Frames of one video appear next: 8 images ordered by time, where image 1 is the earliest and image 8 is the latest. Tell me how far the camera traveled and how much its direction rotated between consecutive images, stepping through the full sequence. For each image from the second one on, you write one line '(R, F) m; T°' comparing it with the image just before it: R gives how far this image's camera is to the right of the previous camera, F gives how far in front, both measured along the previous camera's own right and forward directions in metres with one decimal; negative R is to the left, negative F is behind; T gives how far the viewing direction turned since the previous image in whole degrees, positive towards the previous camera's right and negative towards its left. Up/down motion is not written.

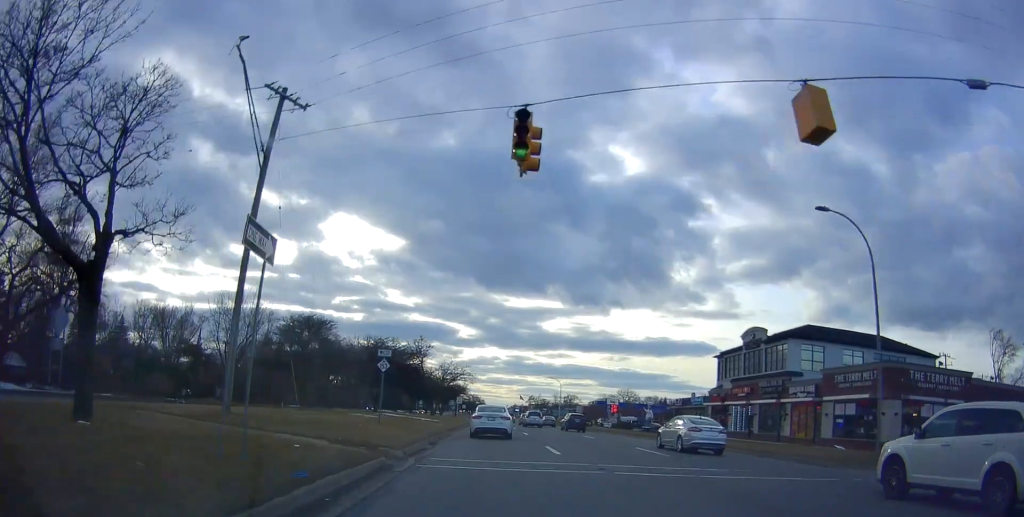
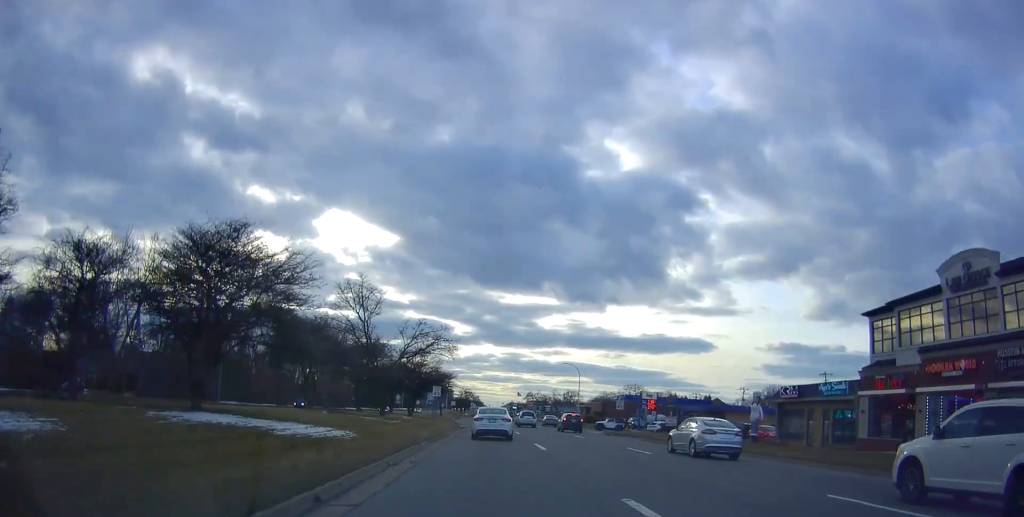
(-0.2, +29.1) m; 0°
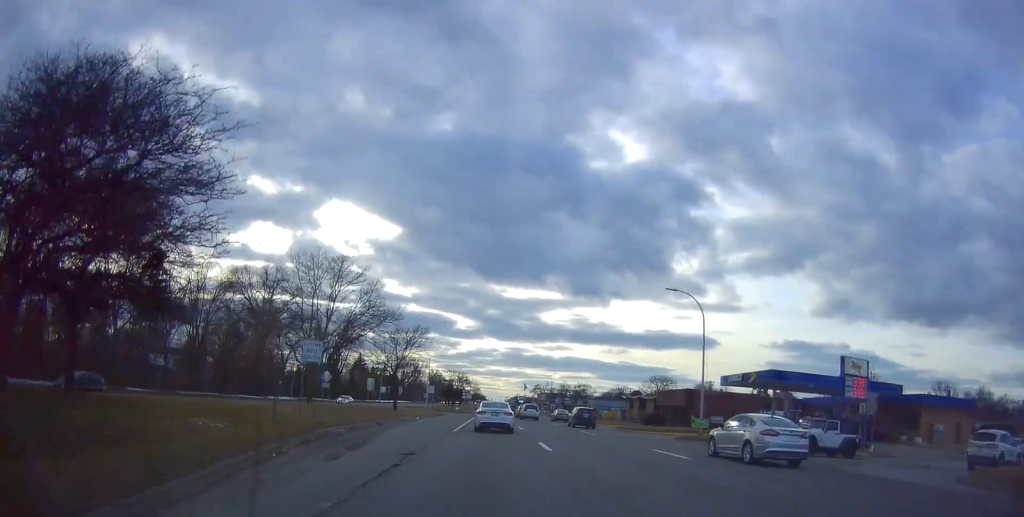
(+0.2, +51.6) m; 0°
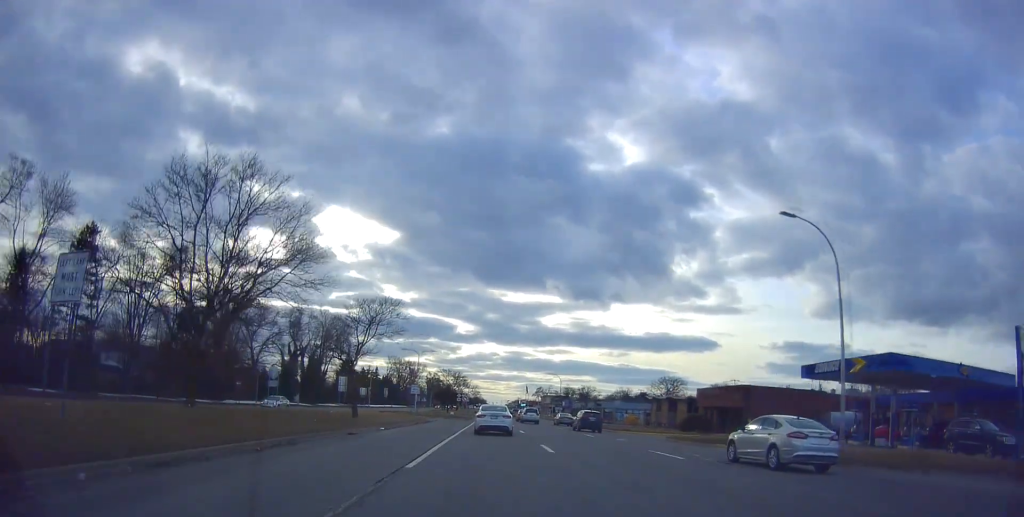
(+0.2, +16.2) m; 0°
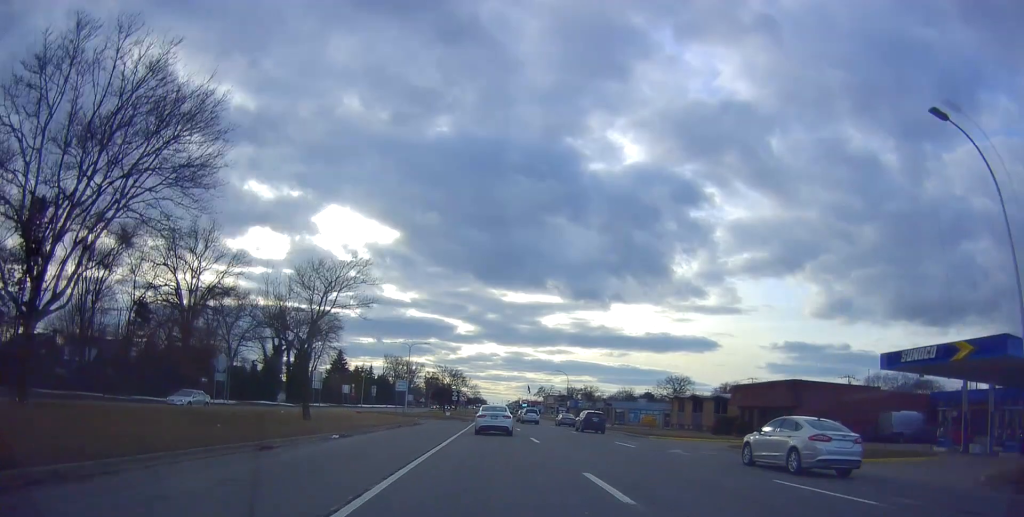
(-0.2, +10.0) m; -1°
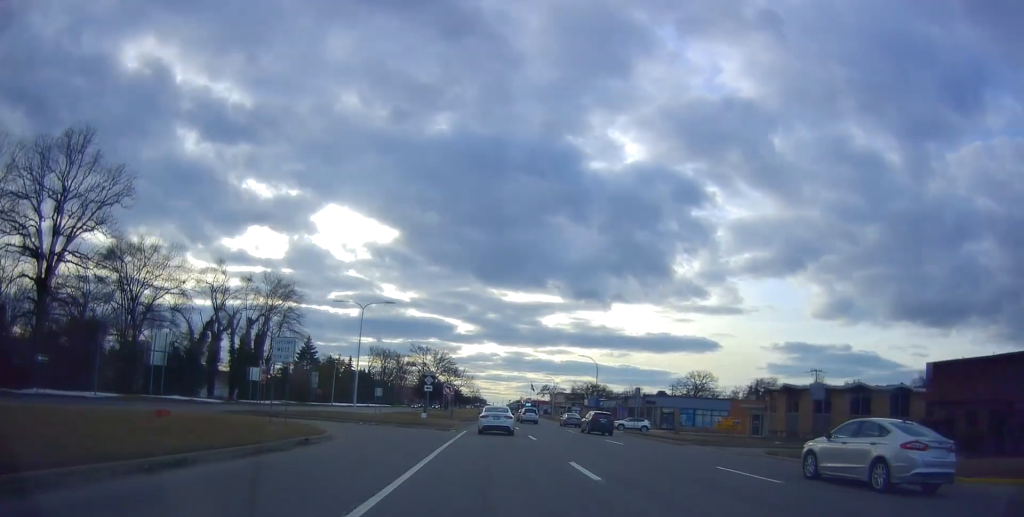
(-0.1, +28.6) m; +1°
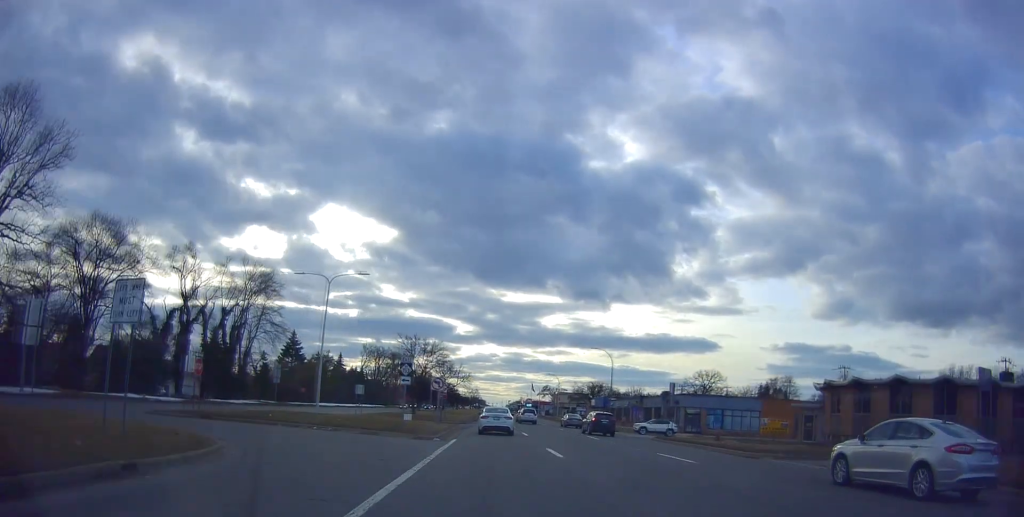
(+0.3, +10.2) m; 0°
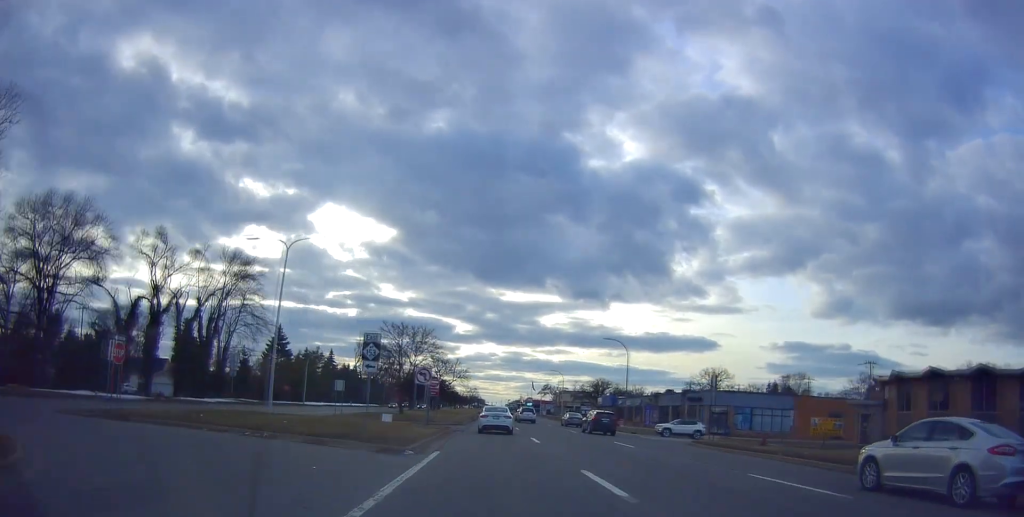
(+0.2, +8.1) m; 0°
